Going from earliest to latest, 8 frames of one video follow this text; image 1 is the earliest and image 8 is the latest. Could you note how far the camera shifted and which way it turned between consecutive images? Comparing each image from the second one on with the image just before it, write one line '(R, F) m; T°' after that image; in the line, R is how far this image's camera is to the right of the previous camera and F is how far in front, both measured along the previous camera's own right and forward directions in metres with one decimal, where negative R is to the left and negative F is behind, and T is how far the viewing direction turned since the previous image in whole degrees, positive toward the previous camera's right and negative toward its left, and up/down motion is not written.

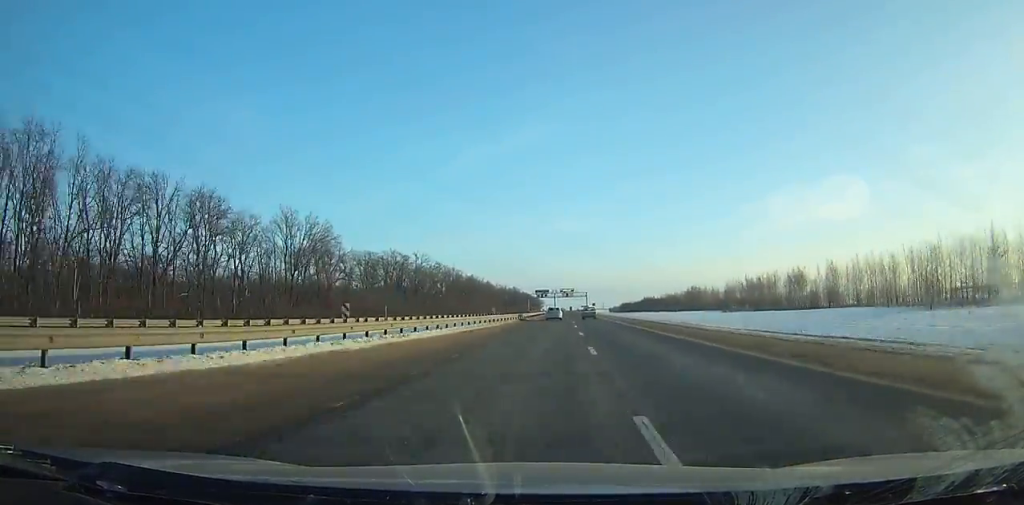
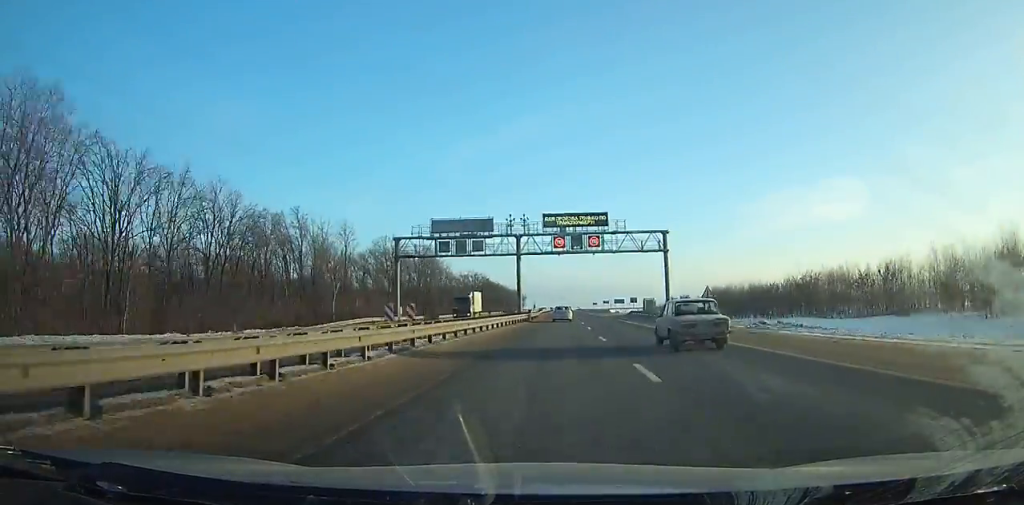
(+1.8, +235.1) m; +1°
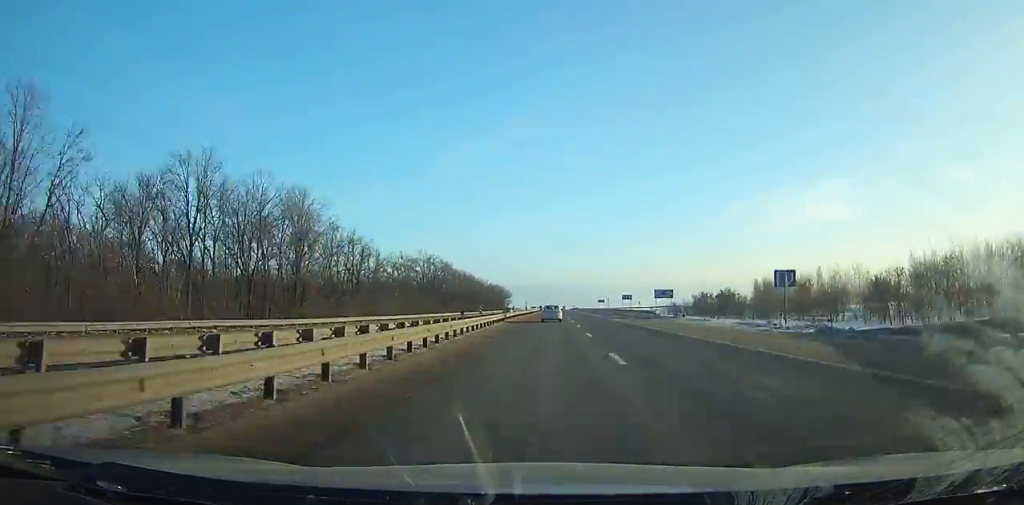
(+0.4, +69.7) m; 0°
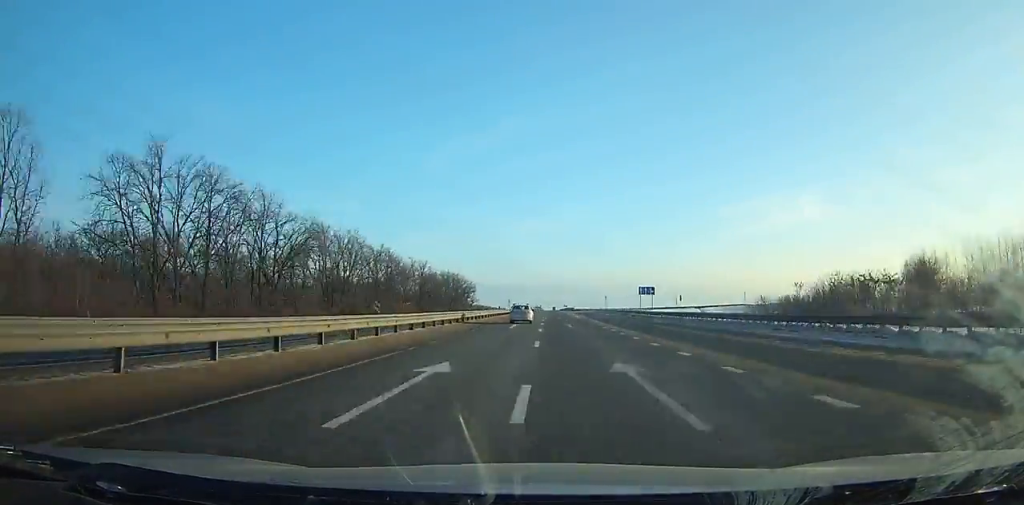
(+0.7, +102.4) m; 0°
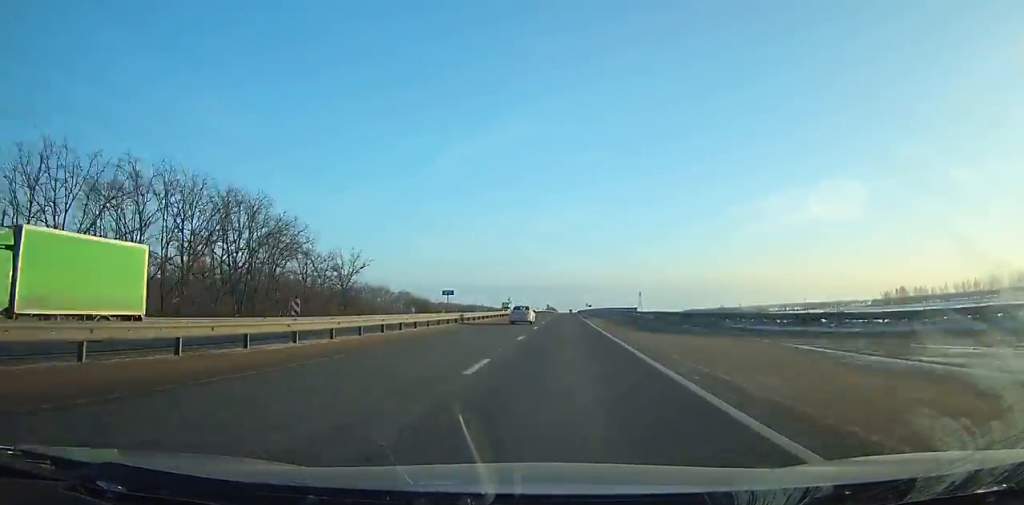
(-0.4, +153.2) m; 0°
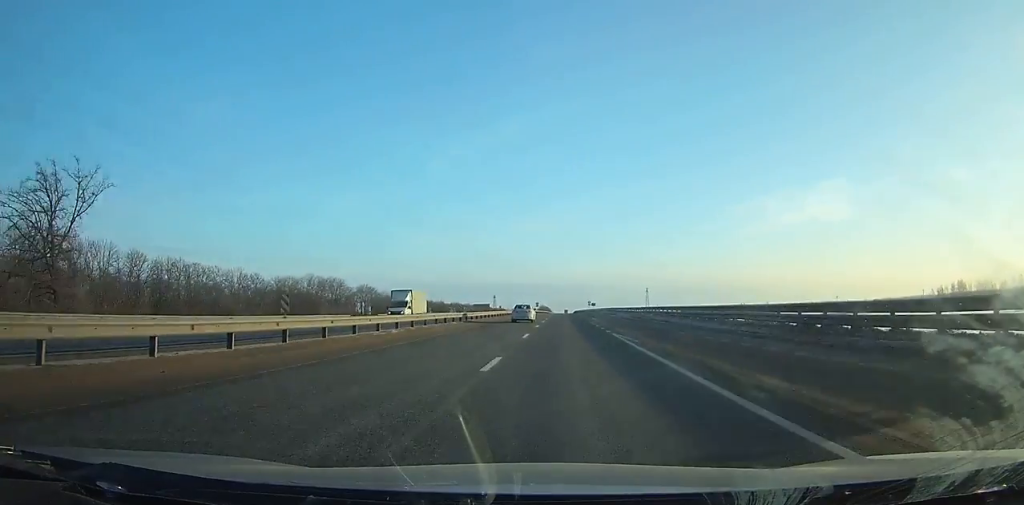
(-0.1, +61.2) m; 0°
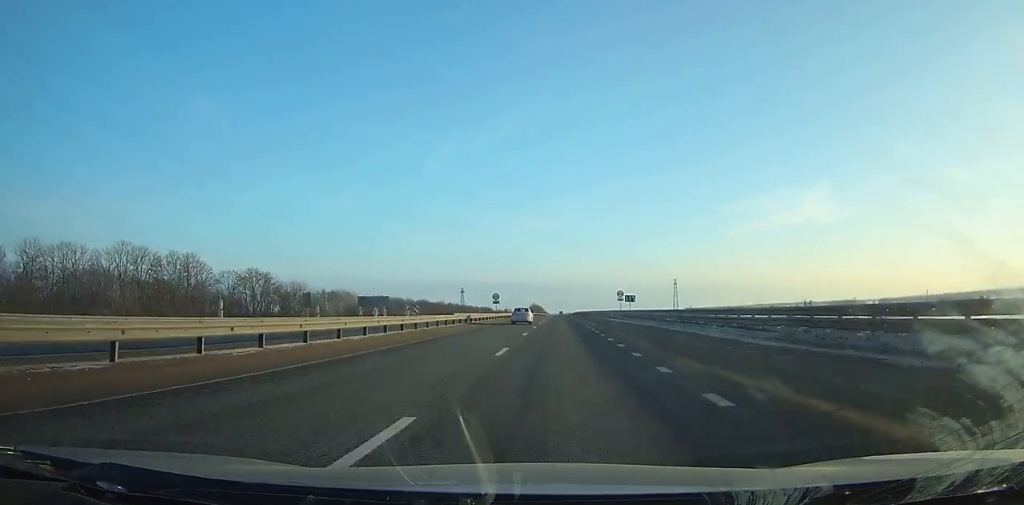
(+0.5, +106.1) m; +1°
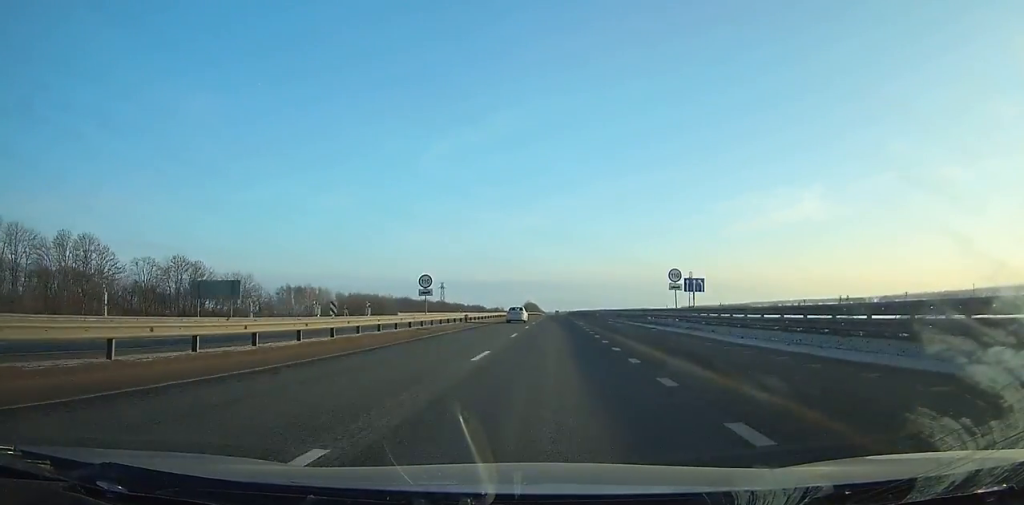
(0.0, +38.8) m; 0°
